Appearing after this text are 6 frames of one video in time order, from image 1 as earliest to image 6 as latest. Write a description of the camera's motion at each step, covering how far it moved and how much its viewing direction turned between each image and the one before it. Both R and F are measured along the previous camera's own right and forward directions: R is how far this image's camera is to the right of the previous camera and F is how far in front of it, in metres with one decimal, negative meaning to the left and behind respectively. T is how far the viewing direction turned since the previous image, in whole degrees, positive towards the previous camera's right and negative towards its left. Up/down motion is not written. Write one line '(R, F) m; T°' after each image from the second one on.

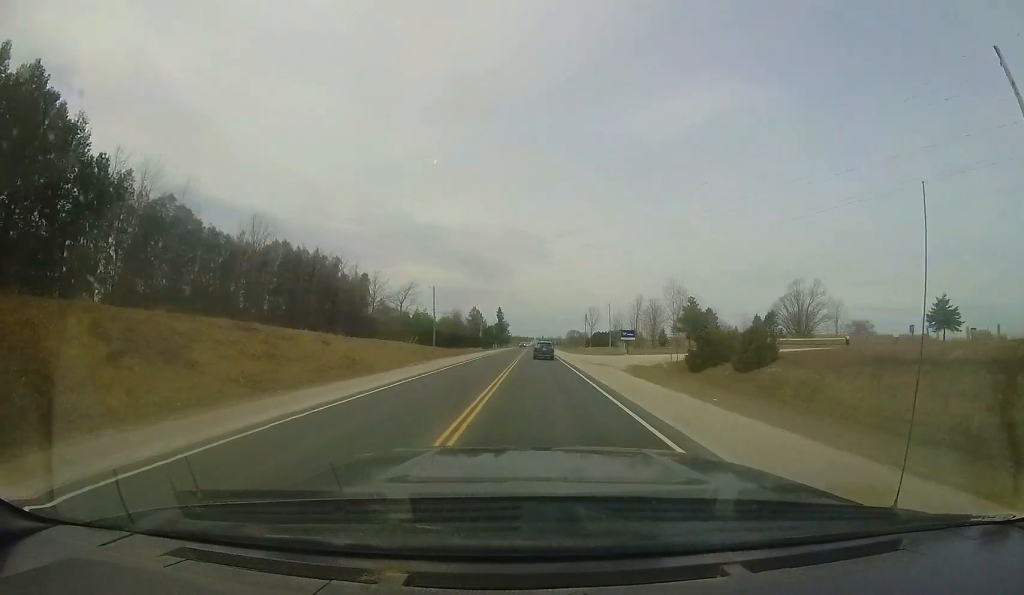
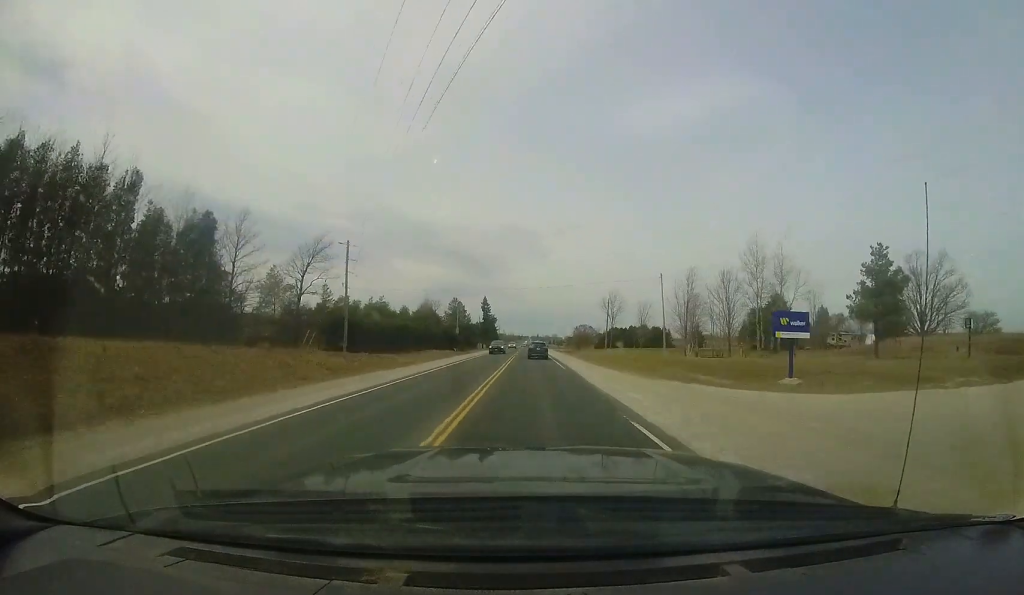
(+0.1, +33.1) m; -1°
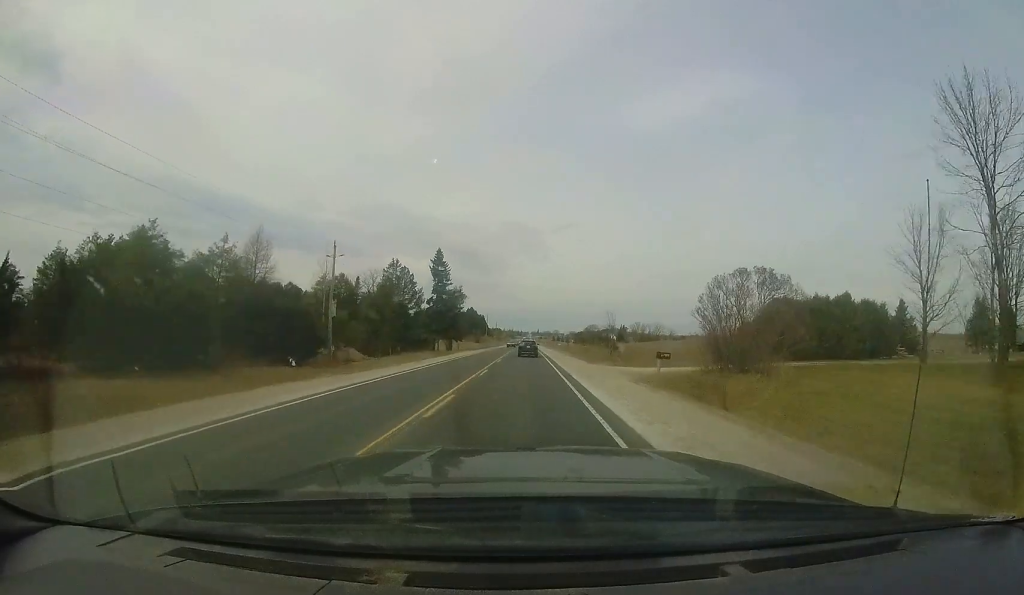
(-1.0, +62.9) m; -1°
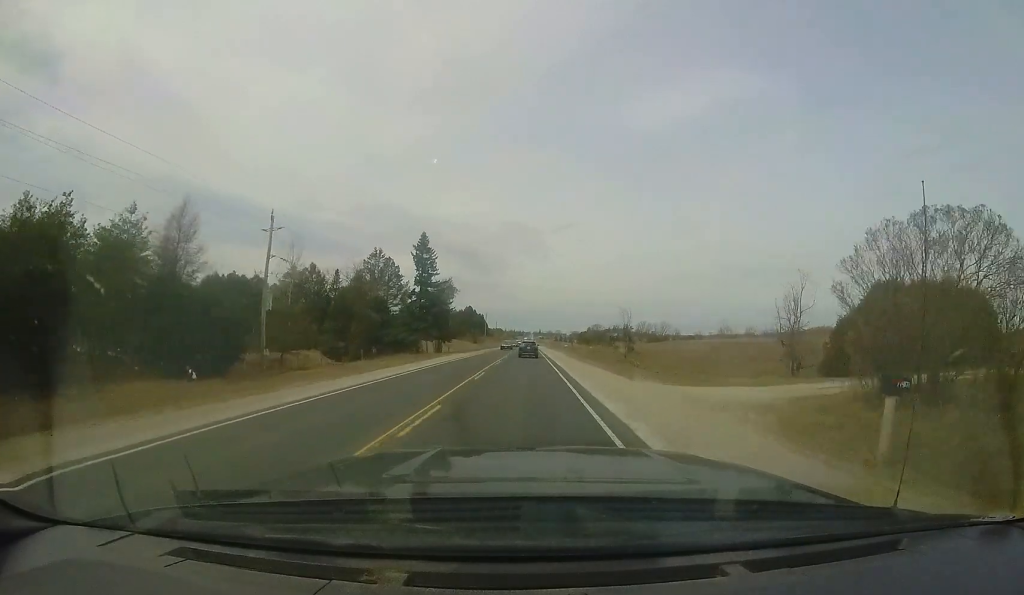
(-0.2, +10.4) m; 0°
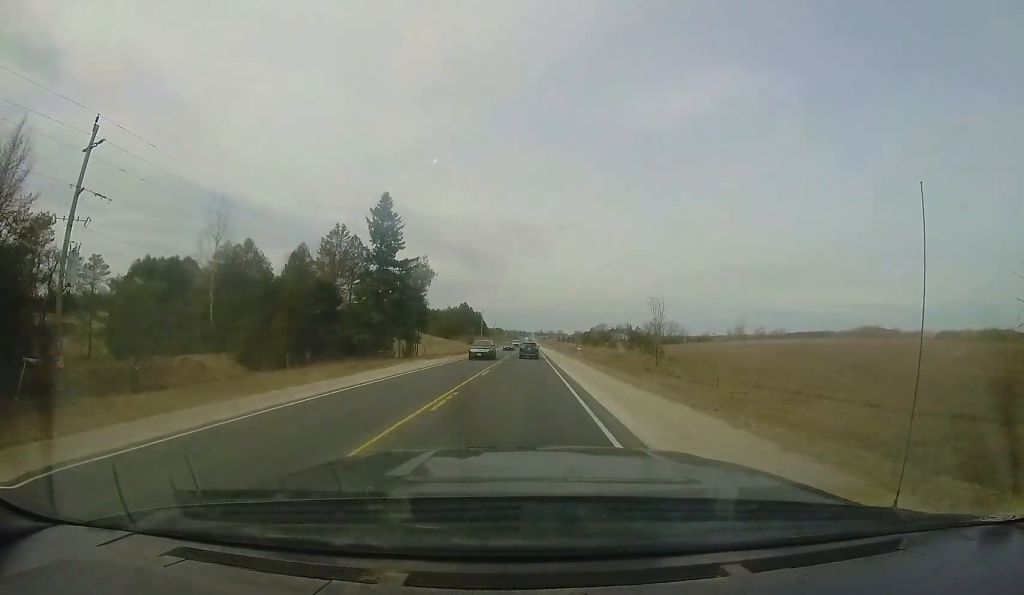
(-0.4, +15.6) m; 0°
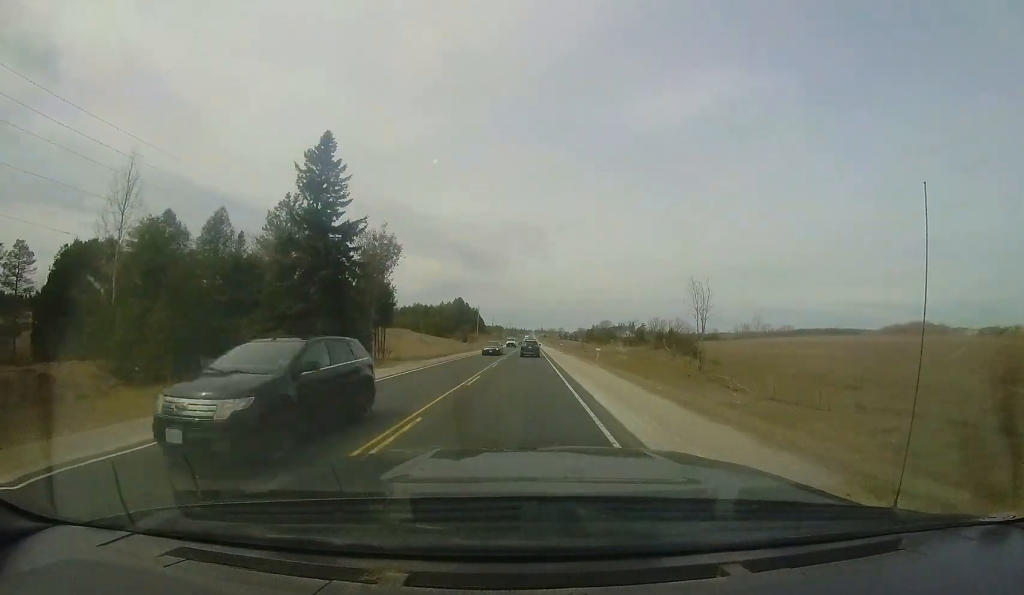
(+0.4, +12.7) m; +1°
